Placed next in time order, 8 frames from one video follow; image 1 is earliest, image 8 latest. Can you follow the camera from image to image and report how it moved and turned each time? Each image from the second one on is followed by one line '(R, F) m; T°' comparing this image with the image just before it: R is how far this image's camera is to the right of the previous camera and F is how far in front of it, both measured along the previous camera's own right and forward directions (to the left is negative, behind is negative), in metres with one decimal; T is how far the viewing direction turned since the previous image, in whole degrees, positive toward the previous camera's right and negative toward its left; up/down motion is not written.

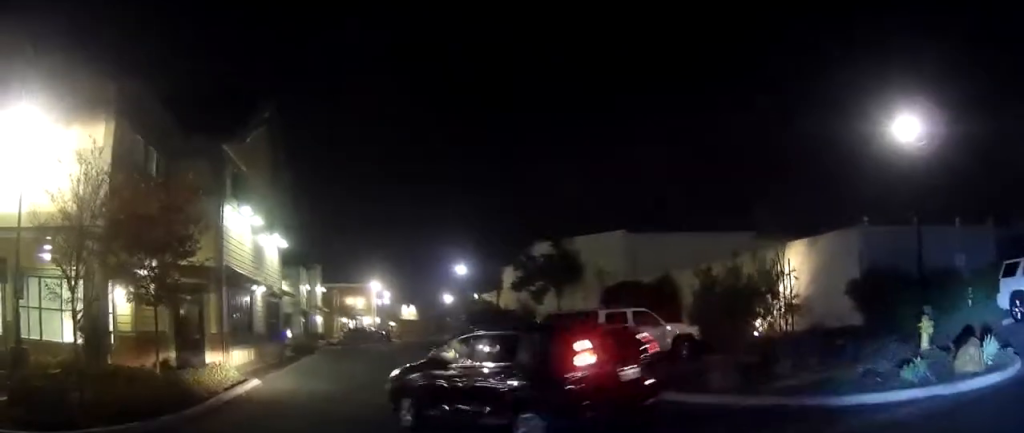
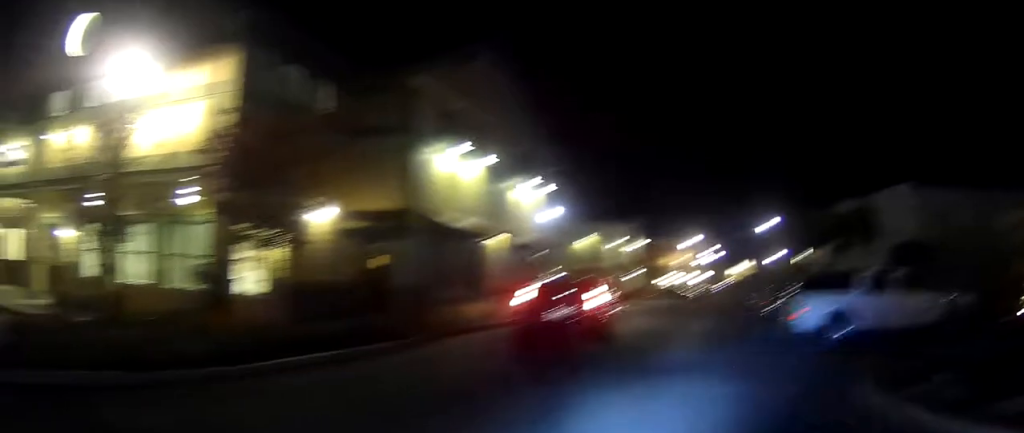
(-1.2, +5.0) m; -52°
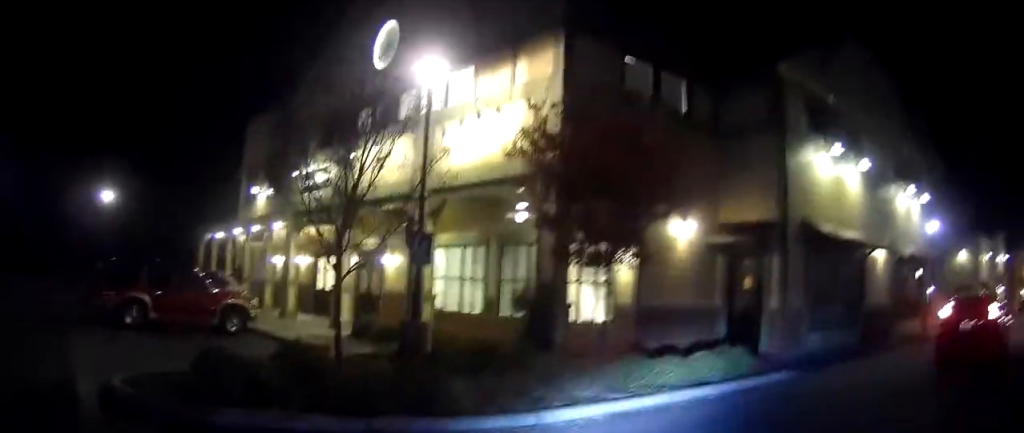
(-0.9, +2.1) m; -29°
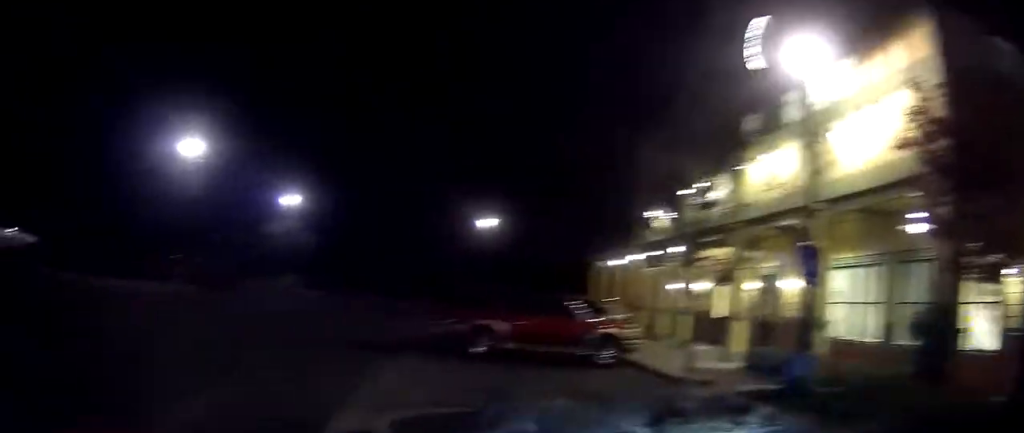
(-0.1, +2.1) m; -21°
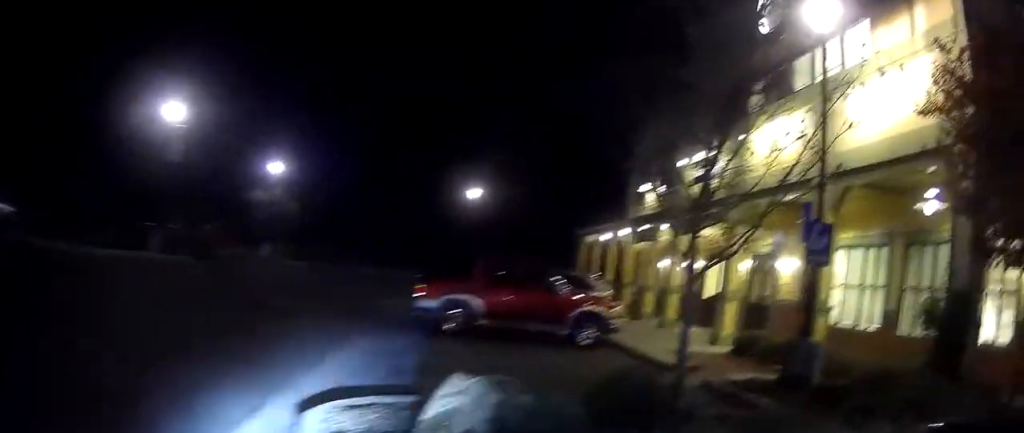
(+0.1, +1.0) m; -14°
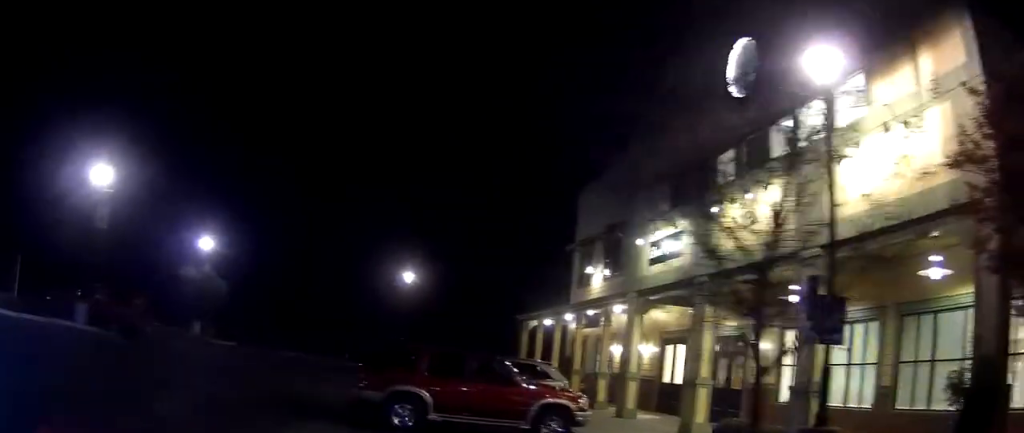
(-0.7, +1.5) m; -28°
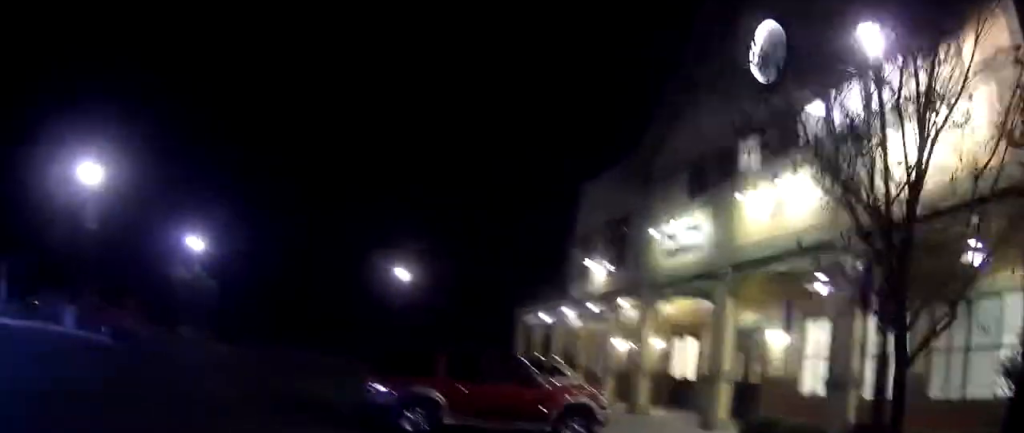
(-0.2, +1.0) m; -9°
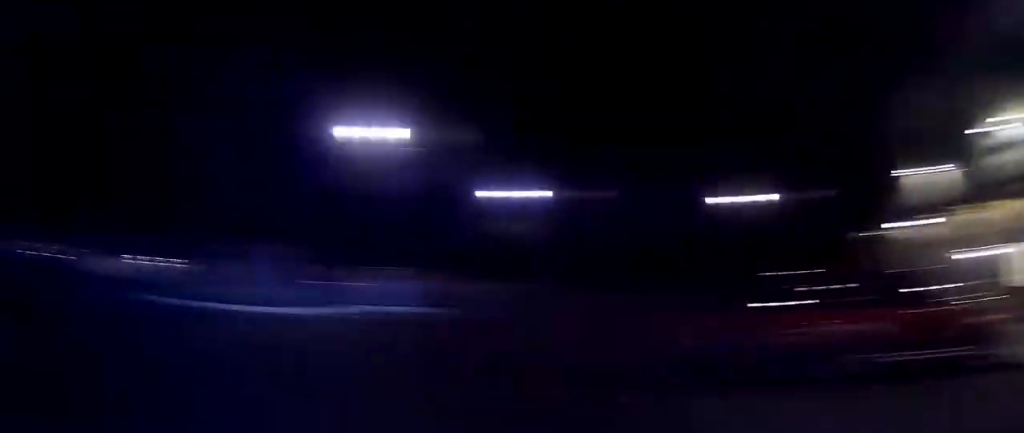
(-0.3, +2.2) m; -14°
